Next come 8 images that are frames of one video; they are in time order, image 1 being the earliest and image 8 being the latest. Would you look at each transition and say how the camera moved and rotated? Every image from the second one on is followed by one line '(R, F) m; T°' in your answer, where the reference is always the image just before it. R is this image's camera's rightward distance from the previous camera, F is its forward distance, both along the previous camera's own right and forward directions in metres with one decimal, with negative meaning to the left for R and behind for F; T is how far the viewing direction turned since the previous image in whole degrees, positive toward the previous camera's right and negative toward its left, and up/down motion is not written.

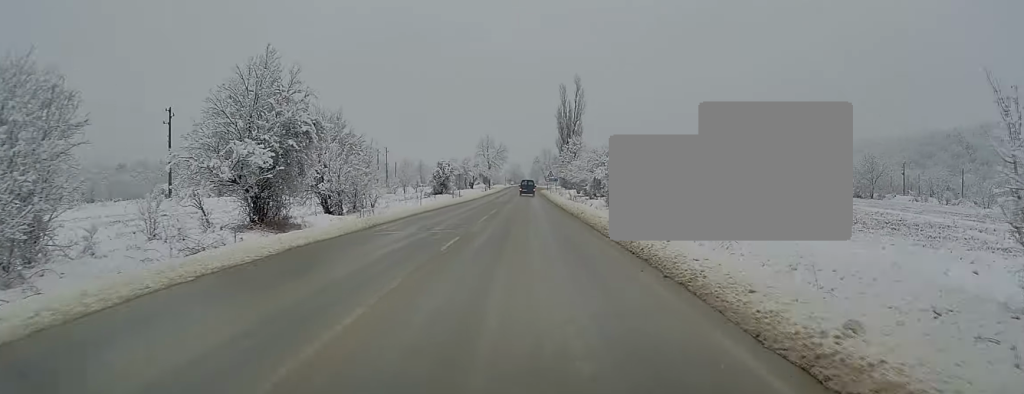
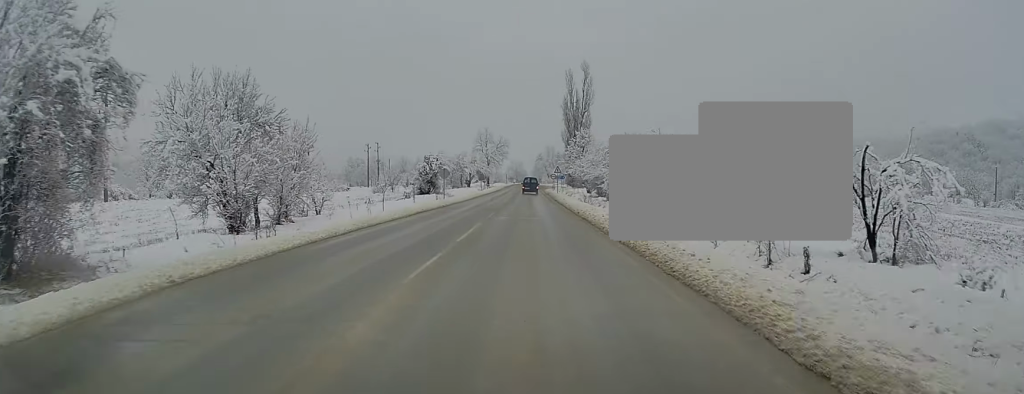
(0.0, +13.5) m; 0°
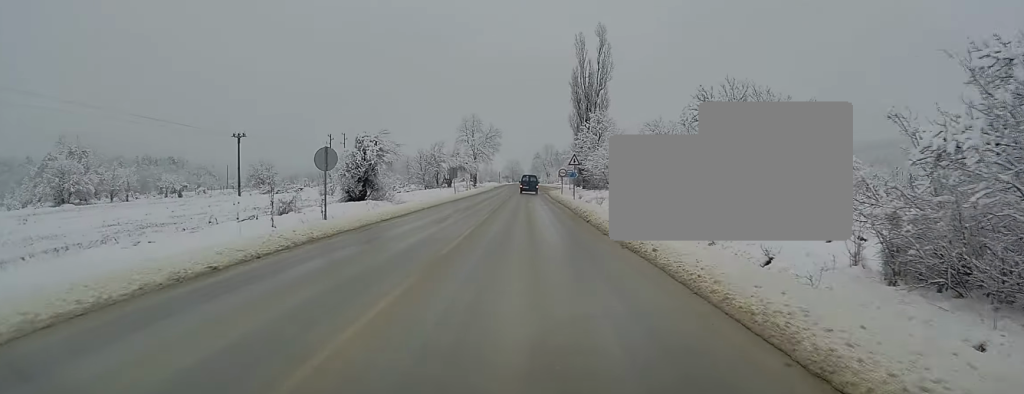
(+0.1, +29.4) m; 0°
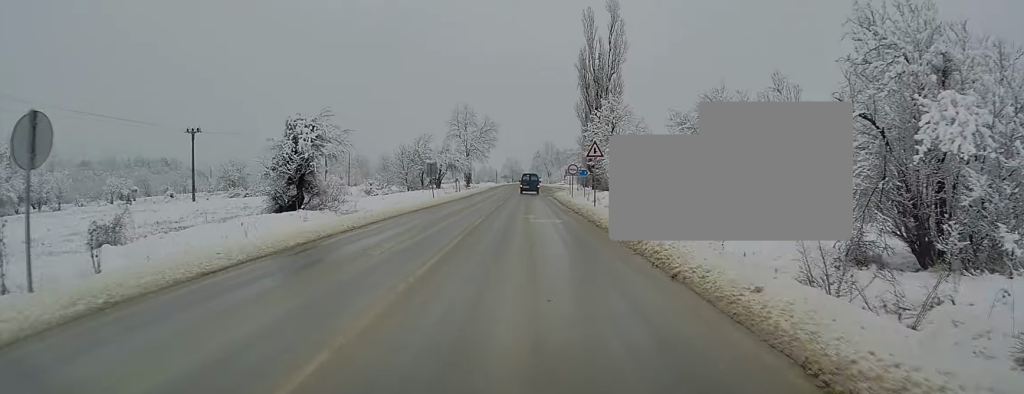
(0.0, +13.9) m; -1°
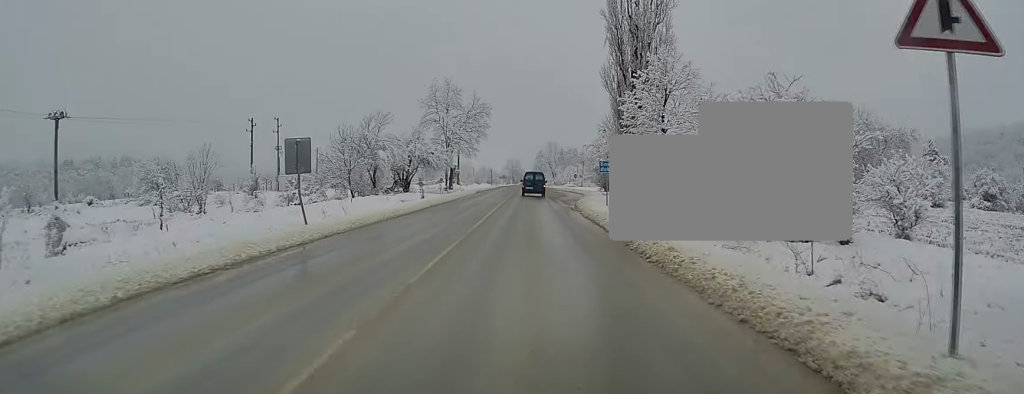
(-0.1, +27.0) m; 0°
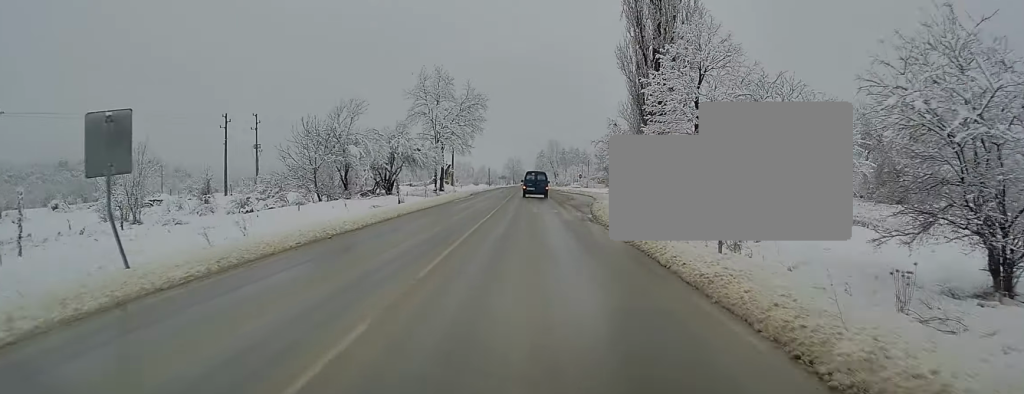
(+0.1, +9.2) m; 0°
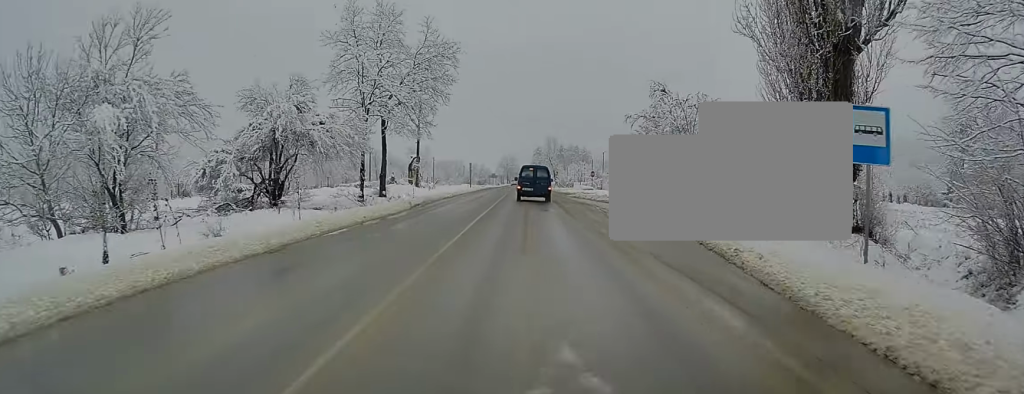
(+0.1, +28.2) m; 0°
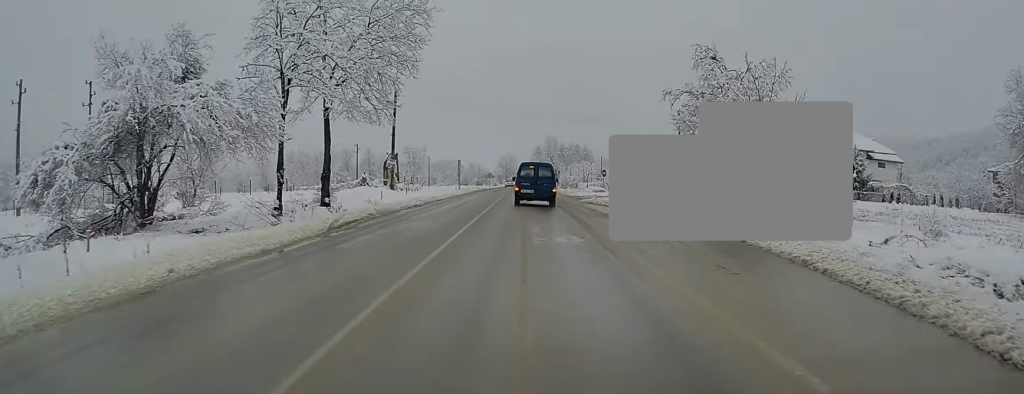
(-0.1, +13.9) m; 0°
